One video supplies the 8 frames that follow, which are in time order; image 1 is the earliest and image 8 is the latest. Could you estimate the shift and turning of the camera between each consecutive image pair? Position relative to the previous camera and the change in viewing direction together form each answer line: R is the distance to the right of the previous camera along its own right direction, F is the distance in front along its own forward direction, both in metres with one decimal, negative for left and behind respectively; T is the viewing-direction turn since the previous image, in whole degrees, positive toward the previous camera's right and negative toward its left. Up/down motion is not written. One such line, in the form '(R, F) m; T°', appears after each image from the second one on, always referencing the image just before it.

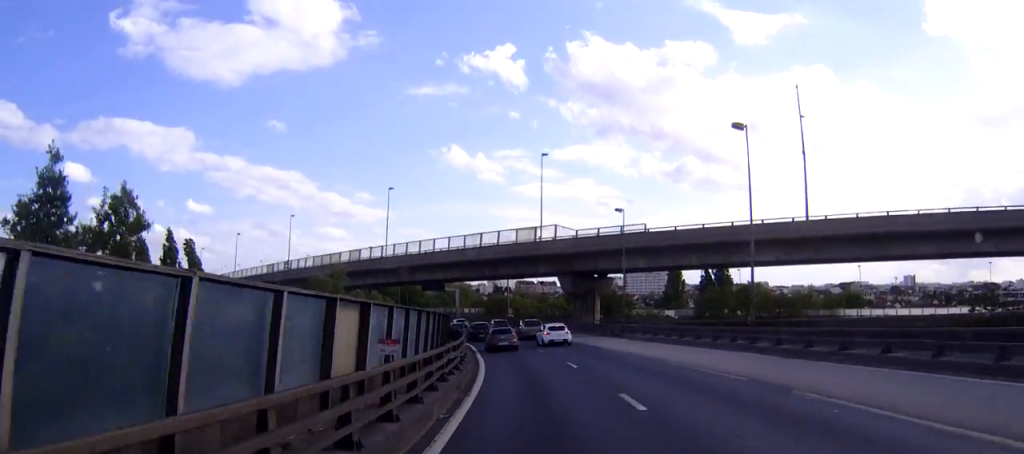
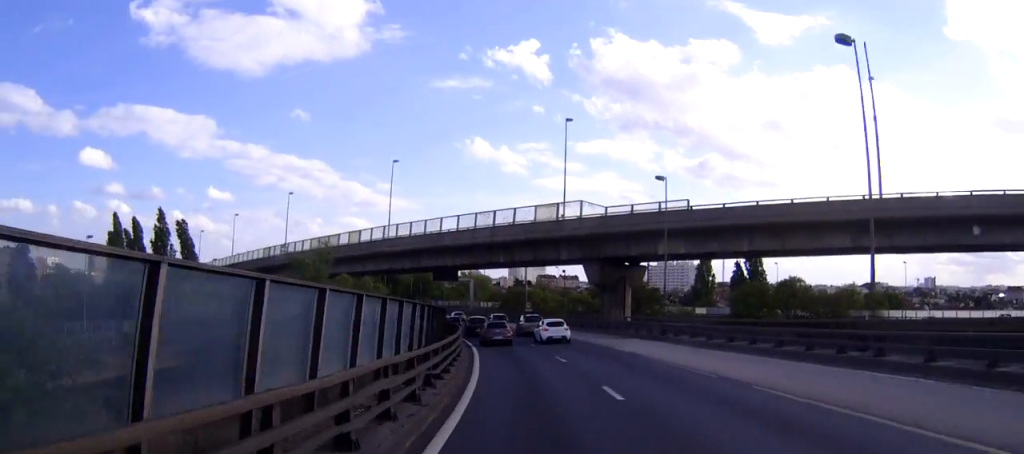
(0.0, +10.6) m; -2°
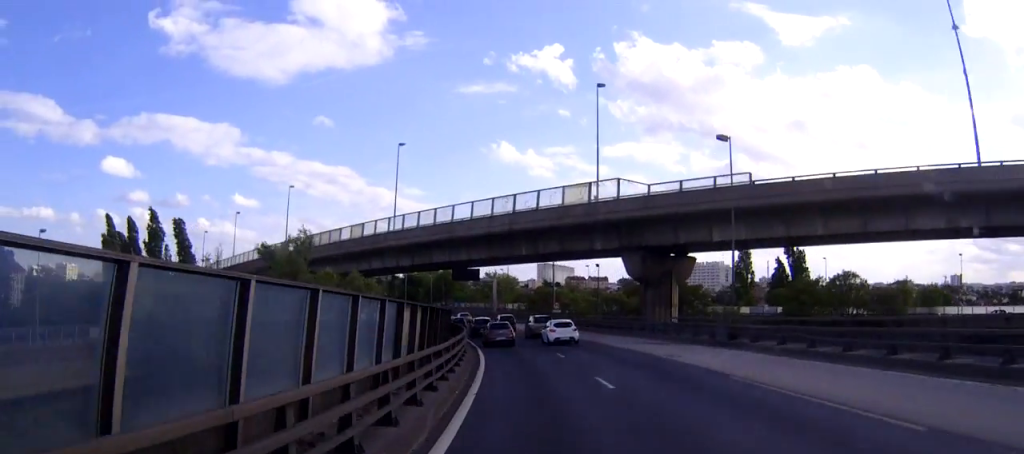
(-0.3, +10.6) m; -2°
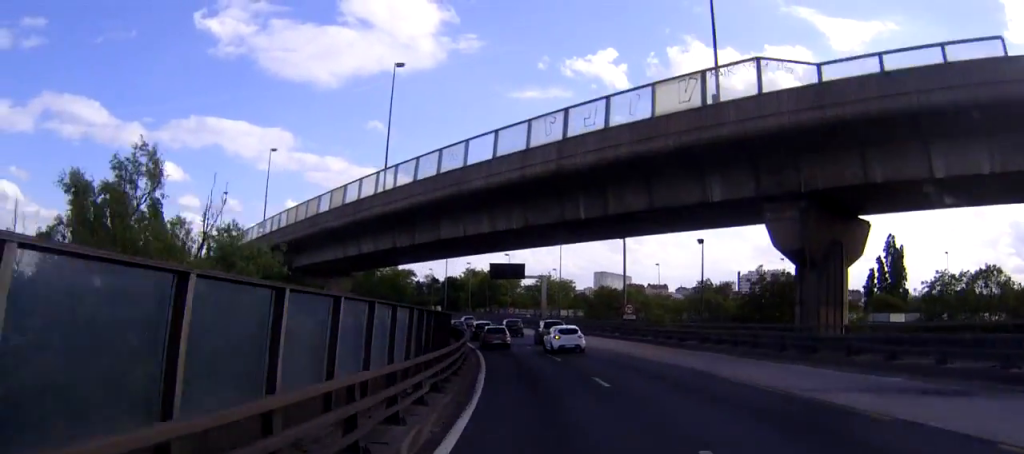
(-1.0, +24.2) m; -4°
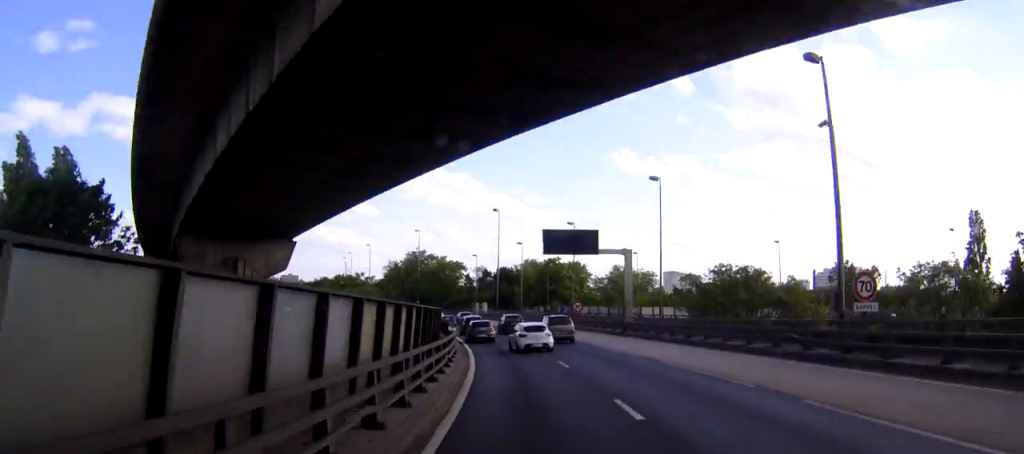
(-1.5, +32.7) m; -6°
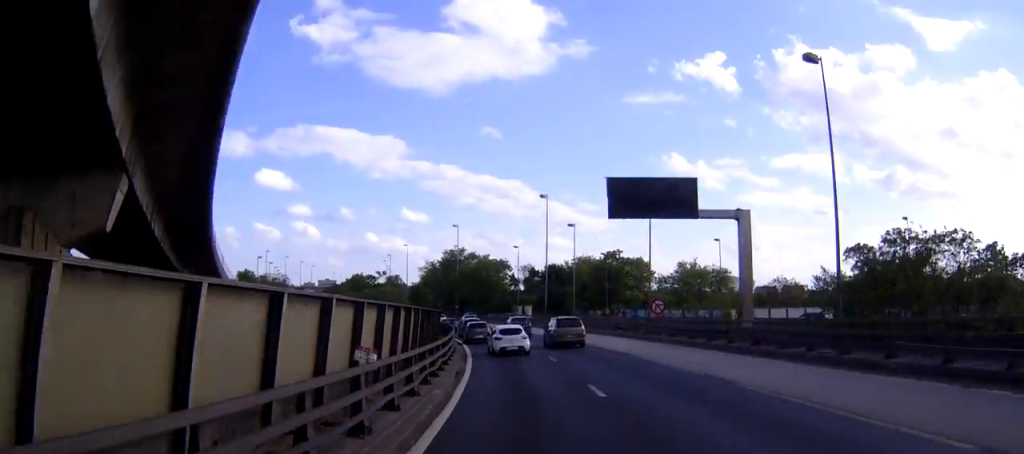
(-0.8, +21.9) m; -4°
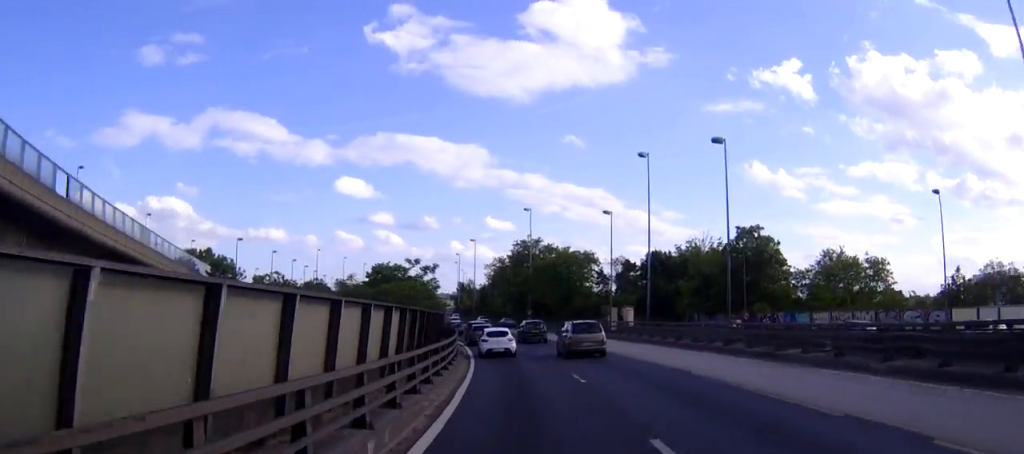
(-2.1, +34.2) m; -7°
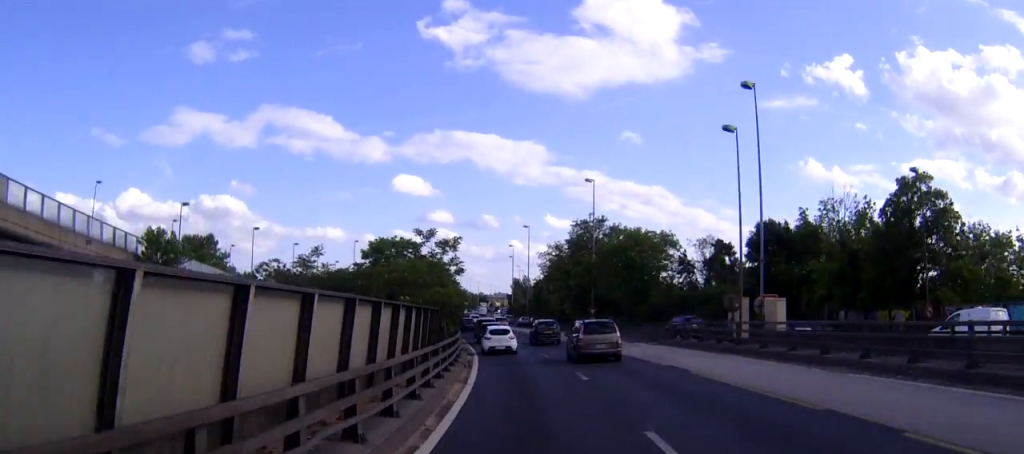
(-1.1, +24.5) m; -5°
